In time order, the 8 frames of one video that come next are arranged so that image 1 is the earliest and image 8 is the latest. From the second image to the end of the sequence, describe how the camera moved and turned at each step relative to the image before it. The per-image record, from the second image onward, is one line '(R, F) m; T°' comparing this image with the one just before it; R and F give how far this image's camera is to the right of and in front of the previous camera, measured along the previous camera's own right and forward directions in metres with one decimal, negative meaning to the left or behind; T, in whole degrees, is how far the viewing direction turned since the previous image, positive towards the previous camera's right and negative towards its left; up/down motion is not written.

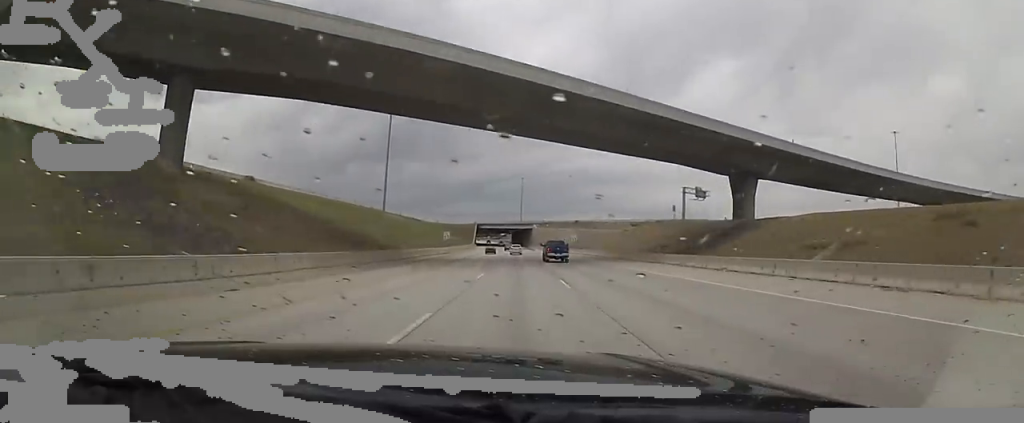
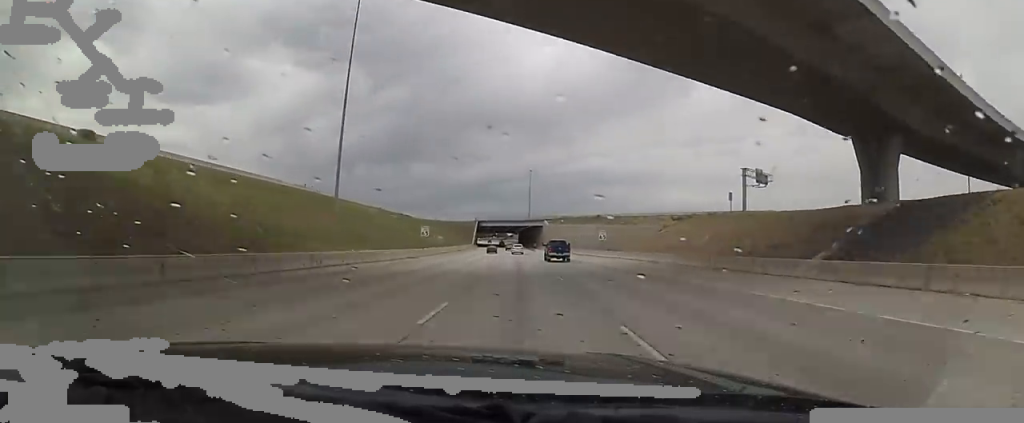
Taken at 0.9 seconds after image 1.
(-0.5, +26.6) m; -3°
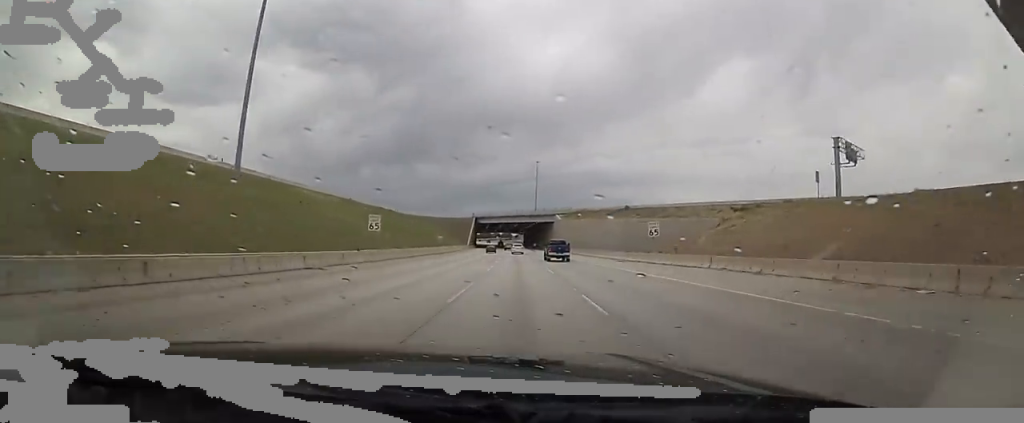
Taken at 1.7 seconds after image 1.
(-0.7, +24.8) m; -1°
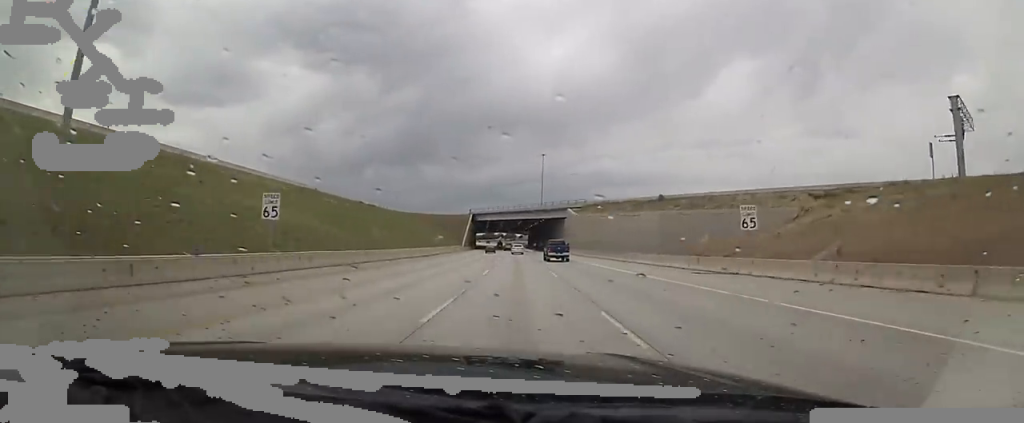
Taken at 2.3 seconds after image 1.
(-0.9, +18.7) m; 0°
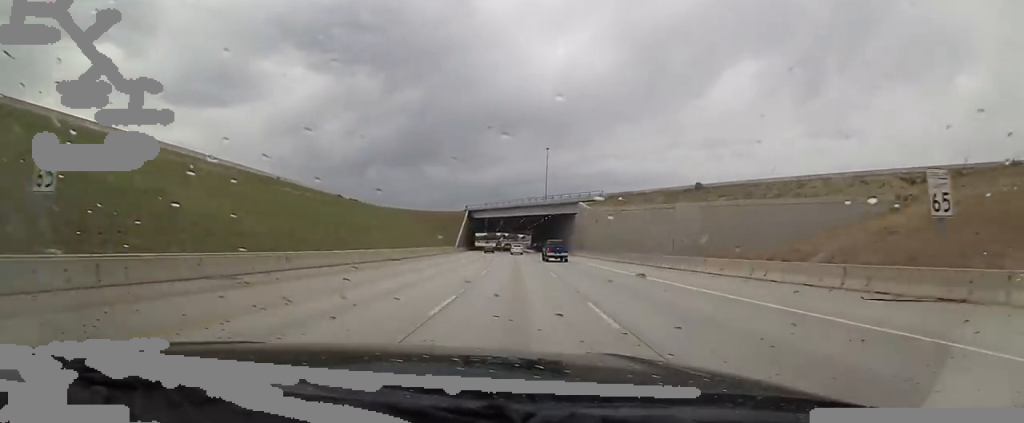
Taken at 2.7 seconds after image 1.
(+0.7, +13.6) m; +1°
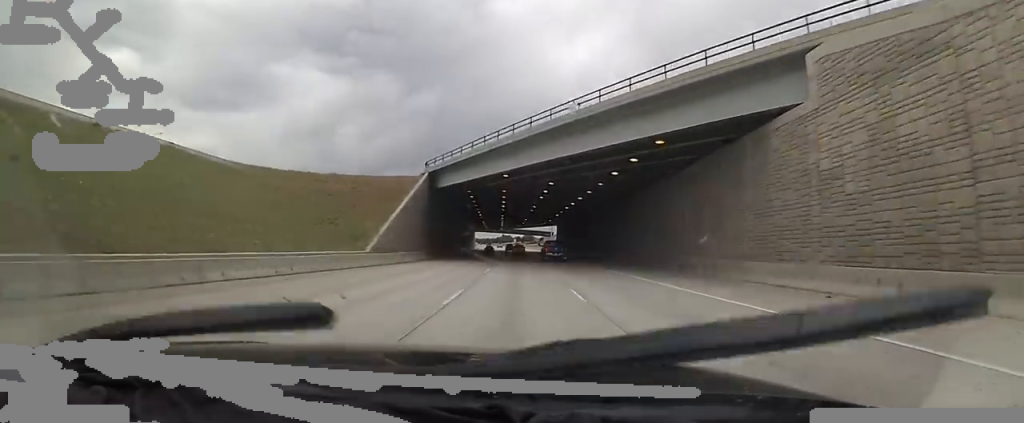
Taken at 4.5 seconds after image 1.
(+0.5, +57.7) m; -2°
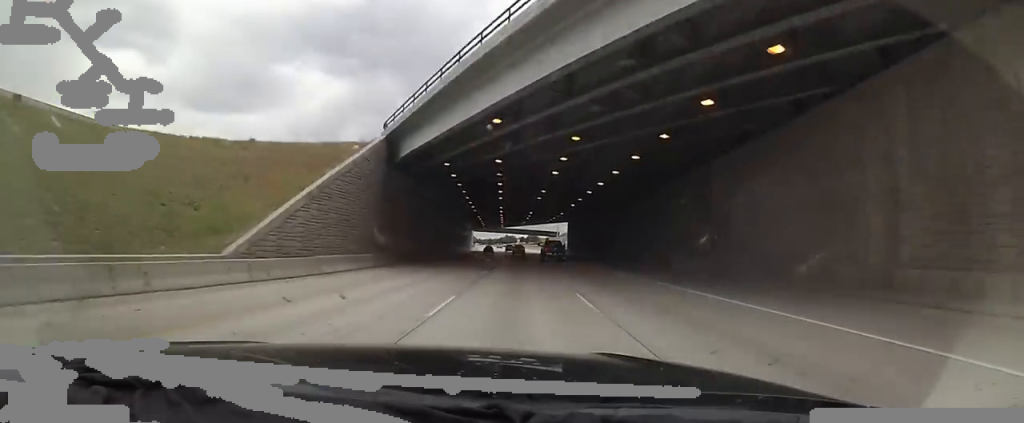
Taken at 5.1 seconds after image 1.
(-0.4, +16.9) m; -1°
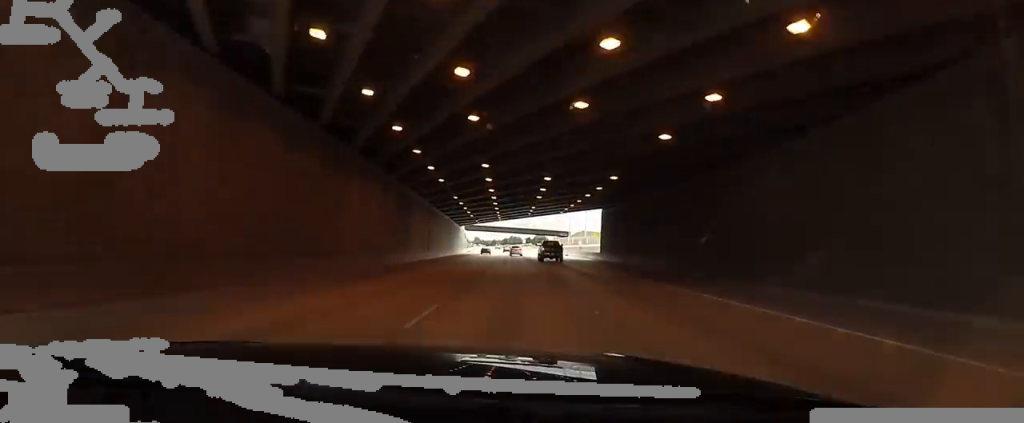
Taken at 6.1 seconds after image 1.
(-0.4, +31.9) m; +1°
